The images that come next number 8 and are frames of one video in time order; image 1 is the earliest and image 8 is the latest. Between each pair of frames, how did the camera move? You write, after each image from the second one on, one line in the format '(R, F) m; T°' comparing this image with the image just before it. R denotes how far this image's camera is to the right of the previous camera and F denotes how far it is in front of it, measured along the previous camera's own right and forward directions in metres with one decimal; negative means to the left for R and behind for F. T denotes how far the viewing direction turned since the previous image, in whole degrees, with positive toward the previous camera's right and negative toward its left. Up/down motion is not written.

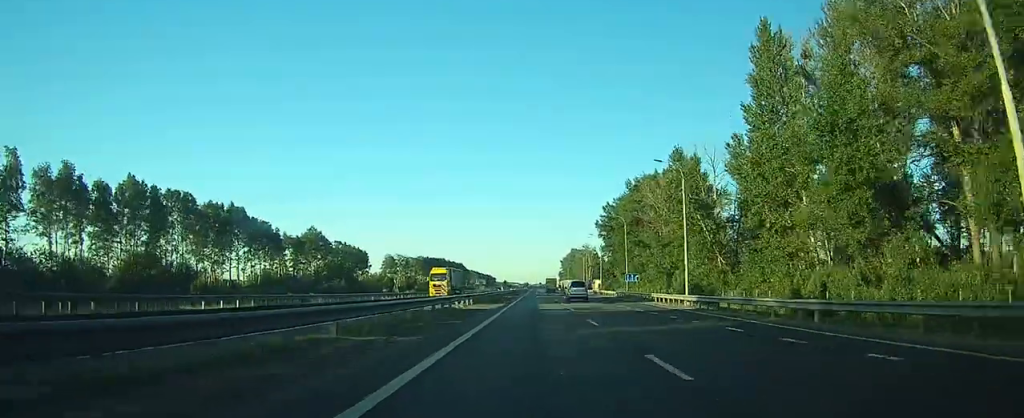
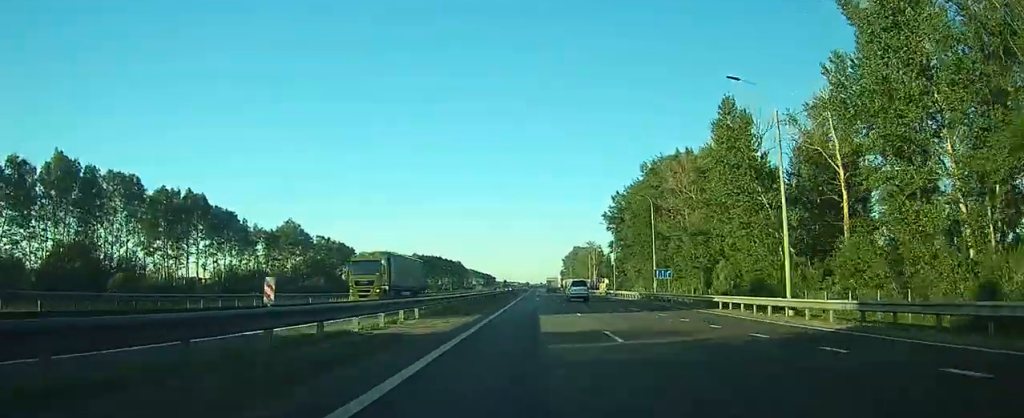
(0.0, +18.1) m; 0°
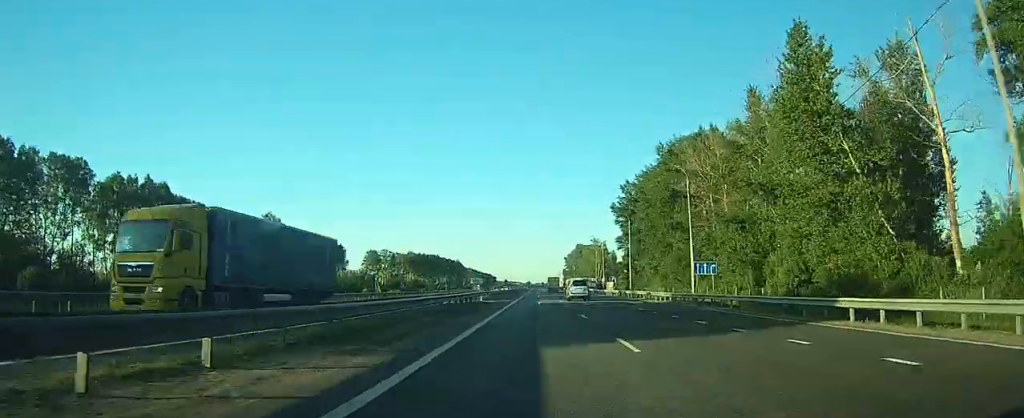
(+0.1, +14.3) m; 0°
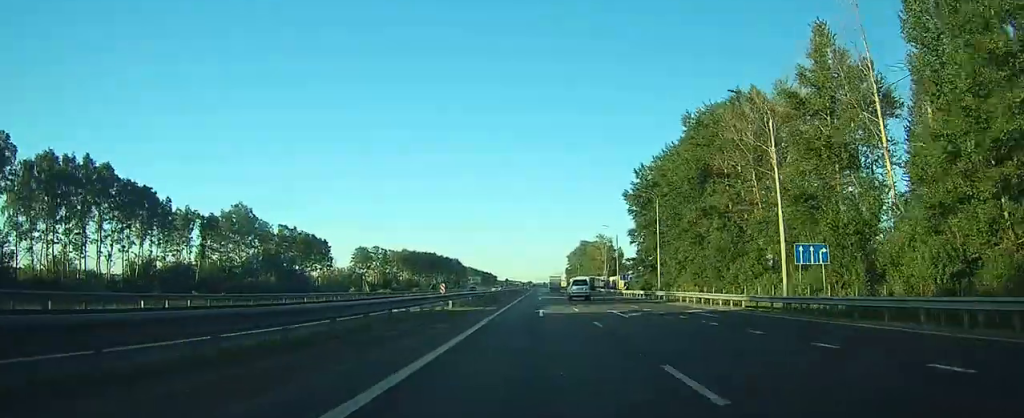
(+0.1, +17.2) m; 0°
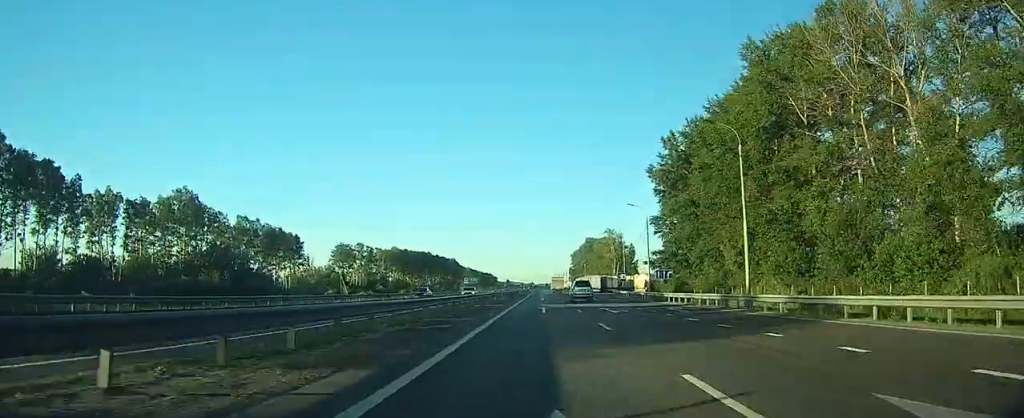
(-0.1, +24.8) m; 0°
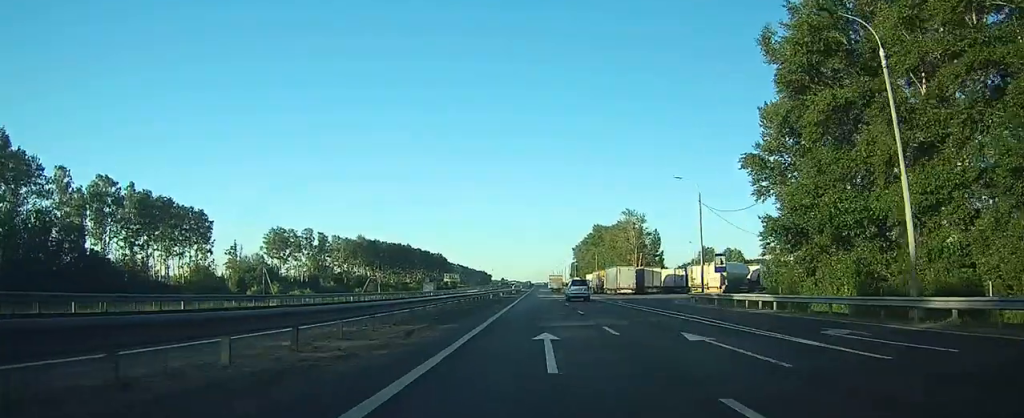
(-0.3, +49.8) m; 0°
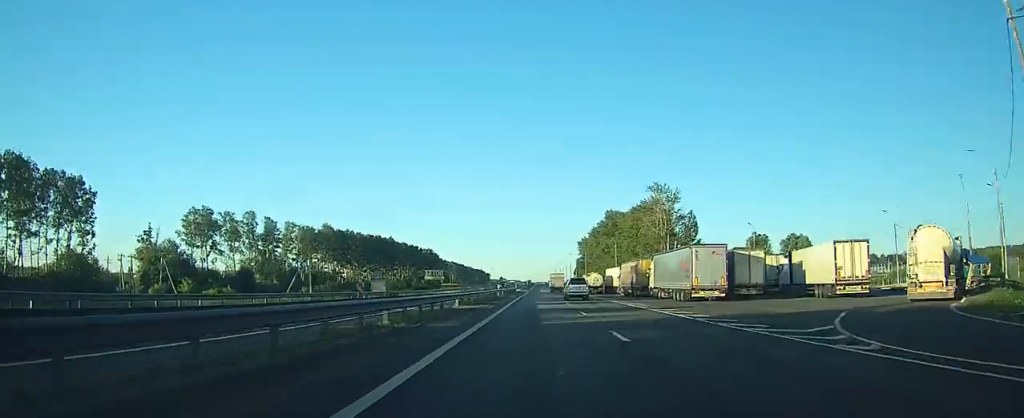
(+0.1, +38.5) m; 0°
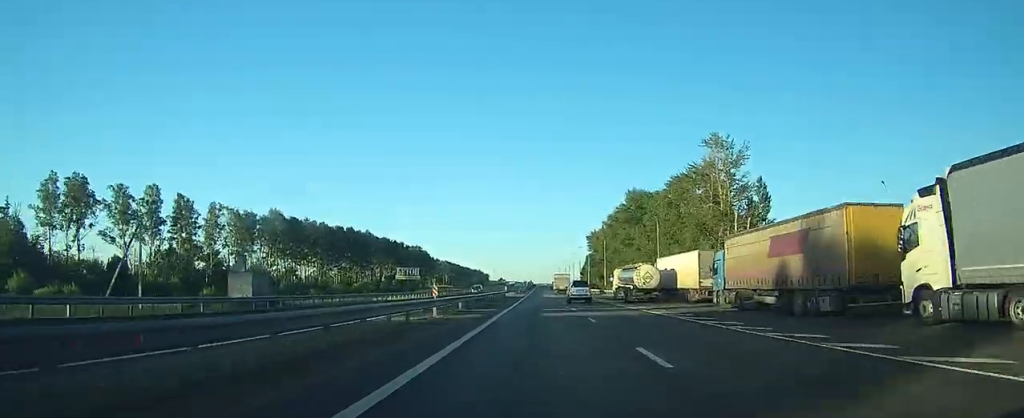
(+0.1, +40.4) m; 0°
